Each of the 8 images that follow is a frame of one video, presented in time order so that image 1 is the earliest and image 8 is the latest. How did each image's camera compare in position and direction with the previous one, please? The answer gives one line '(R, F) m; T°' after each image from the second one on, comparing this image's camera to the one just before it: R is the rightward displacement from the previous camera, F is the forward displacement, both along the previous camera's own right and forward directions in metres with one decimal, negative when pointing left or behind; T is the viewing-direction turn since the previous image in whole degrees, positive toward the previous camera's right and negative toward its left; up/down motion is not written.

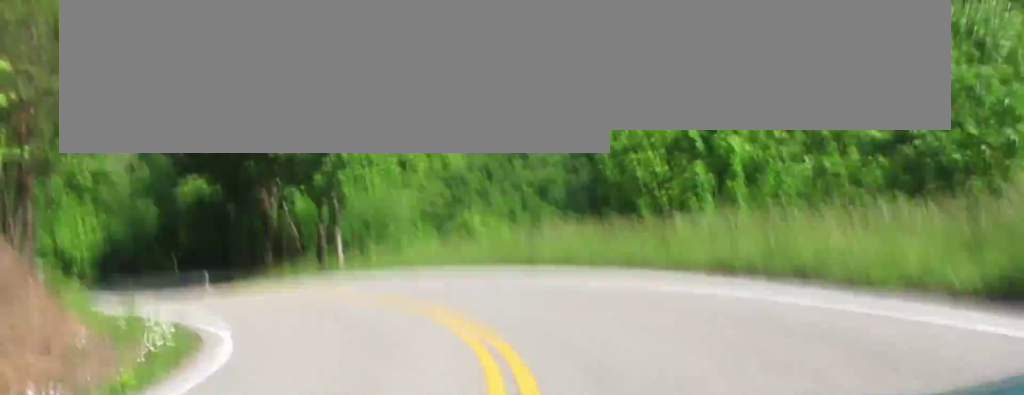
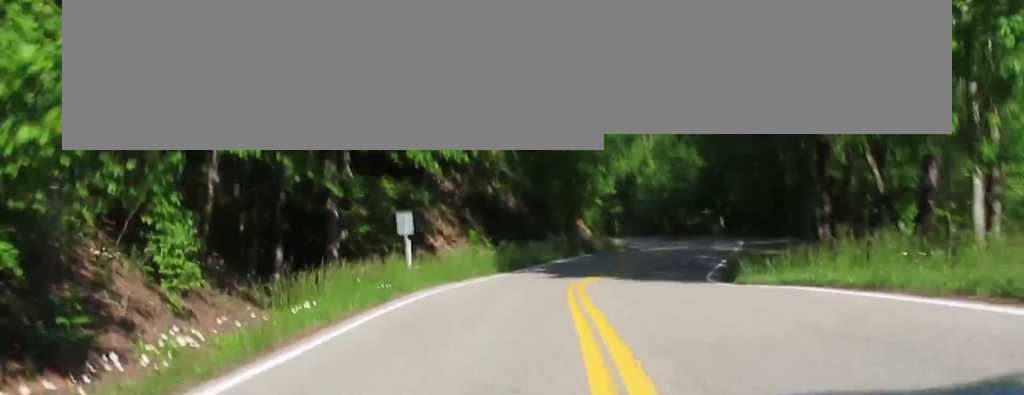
(-3.5, +29.4) m; -14°
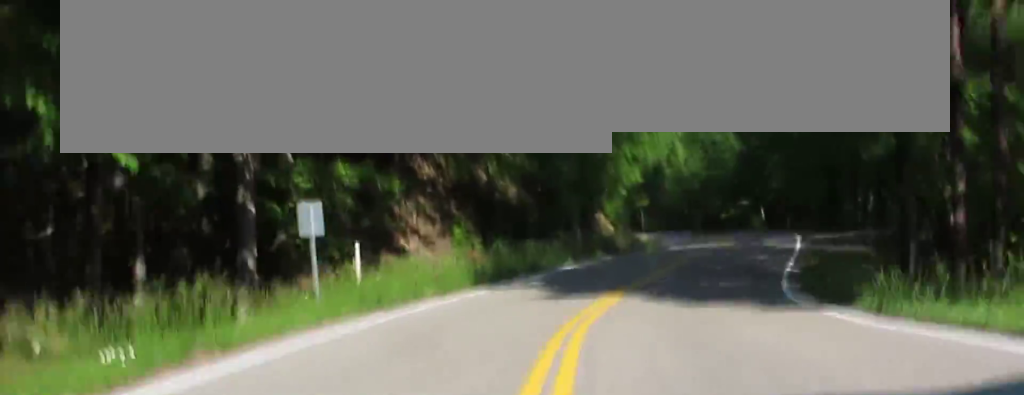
(-0.3, +12.7) m; +1°
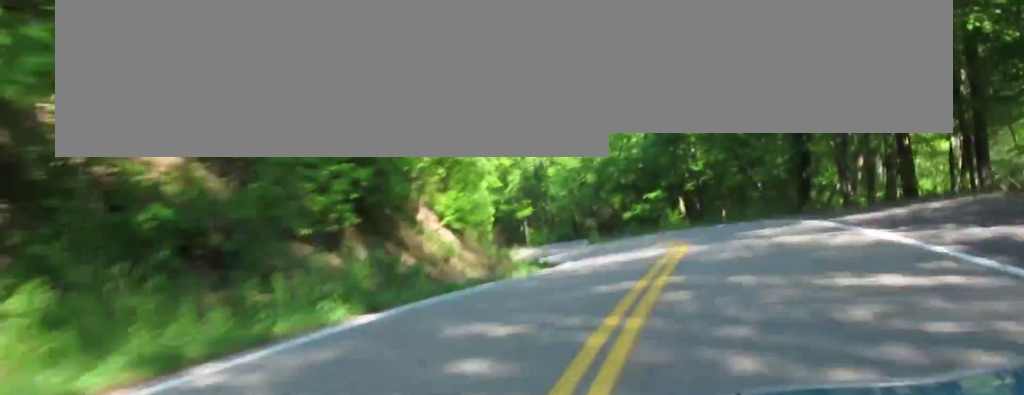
(+1.0, +30.2) m; +6°
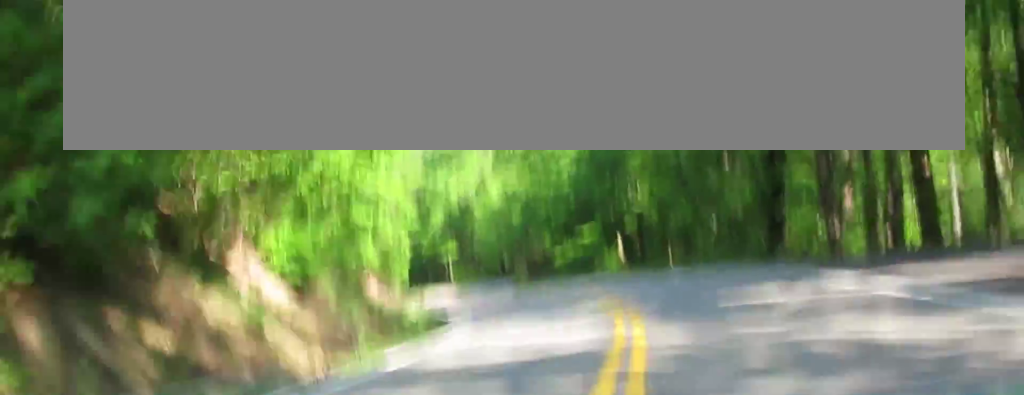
(+0.8, +12.4) m; -2°
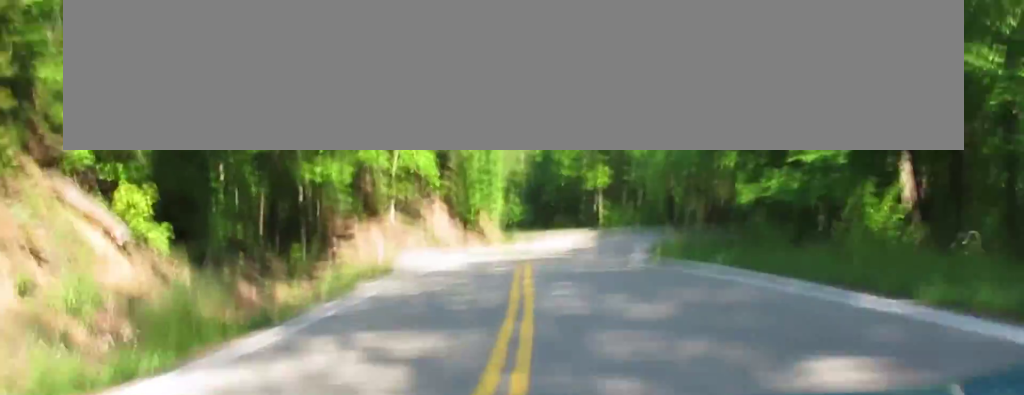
(-4.2, +43.6) m; -8°
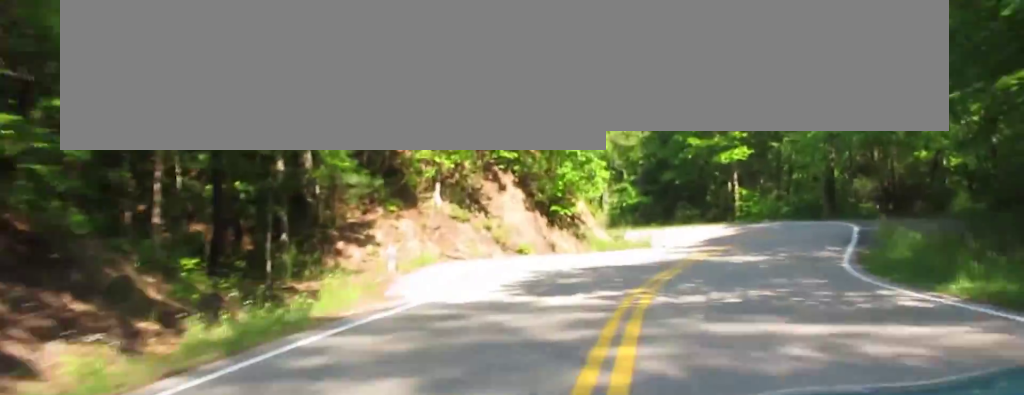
(+0.1, +19.7) m; +2°
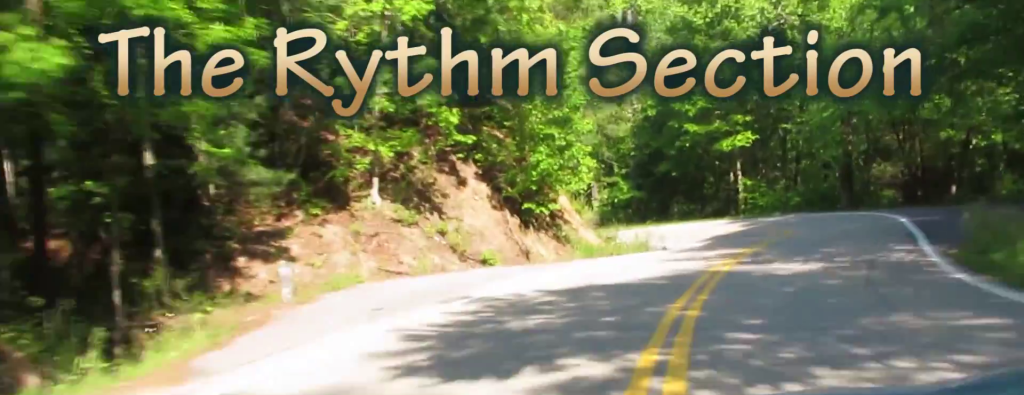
(+0.1, +7.5) m; +1°
